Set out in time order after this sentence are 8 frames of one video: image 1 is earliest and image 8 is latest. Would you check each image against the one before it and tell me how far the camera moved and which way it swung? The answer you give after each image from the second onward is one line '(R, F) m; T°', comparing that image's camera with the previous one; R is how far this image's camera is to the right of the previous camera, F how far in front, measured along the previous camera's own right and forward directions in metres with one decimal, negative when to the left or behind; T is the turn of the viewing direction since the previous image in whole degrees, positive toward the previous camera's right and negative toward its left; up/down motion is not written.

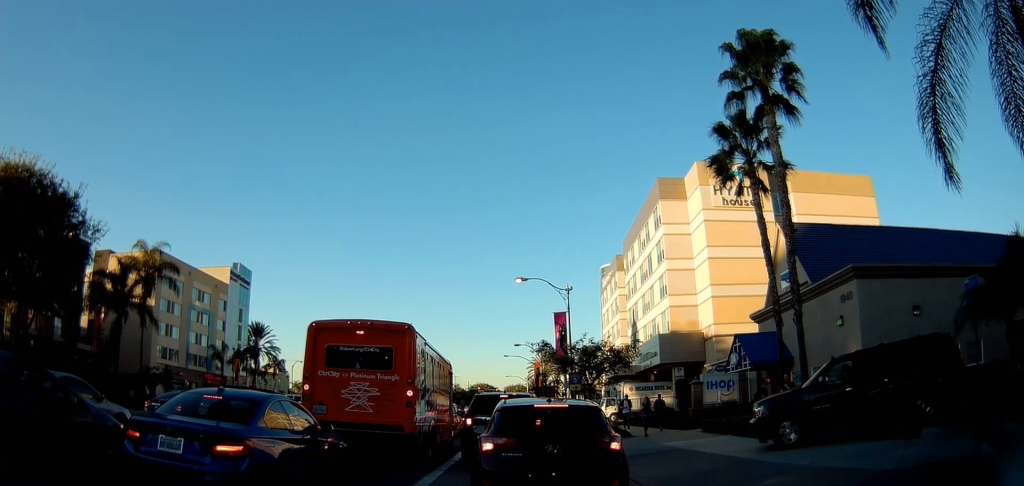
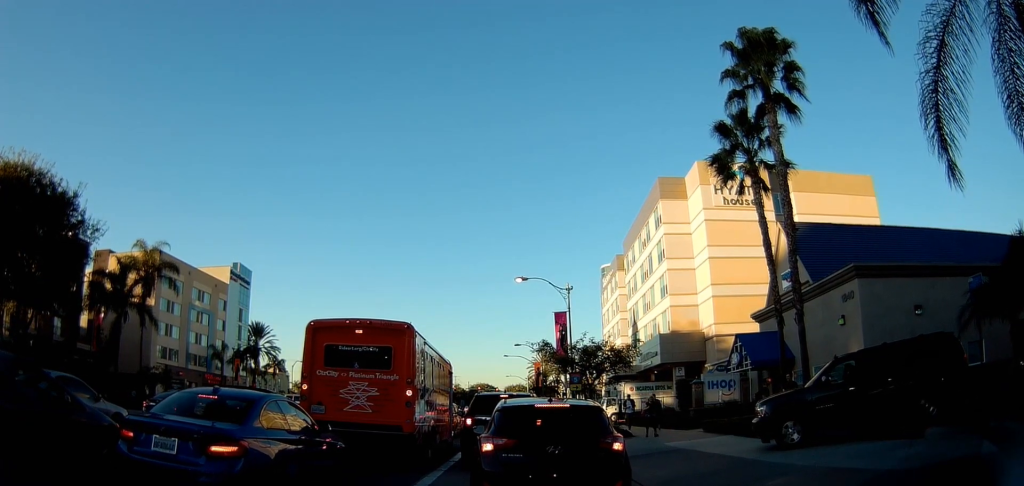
(0.0, 0.0) m; 0°
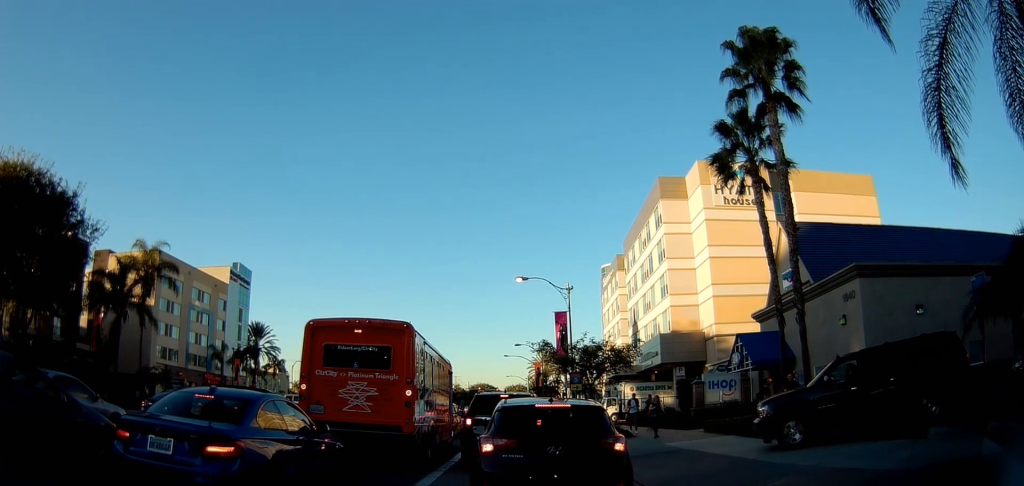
(0.0, 0.0) m; 0°
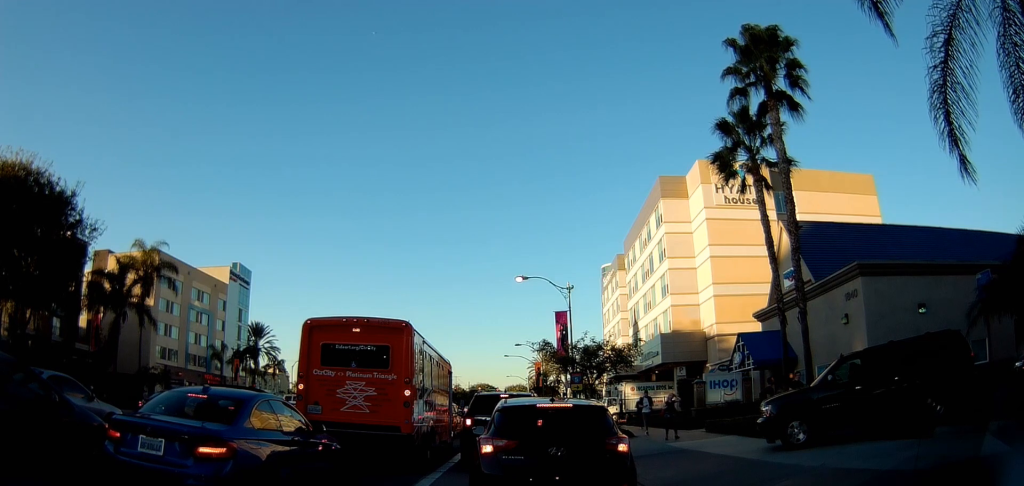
(0.0, +0.4) m; 0°
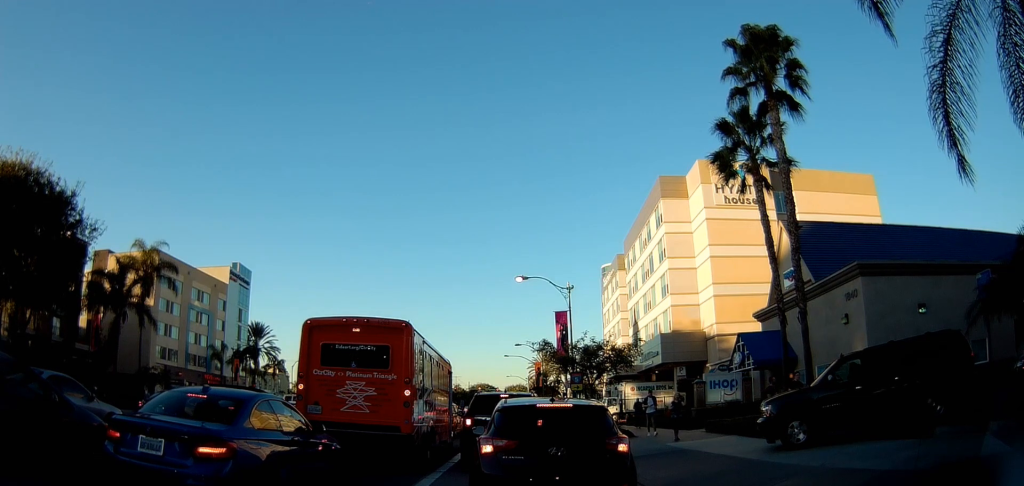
(0.0, 0.0) m; 0°
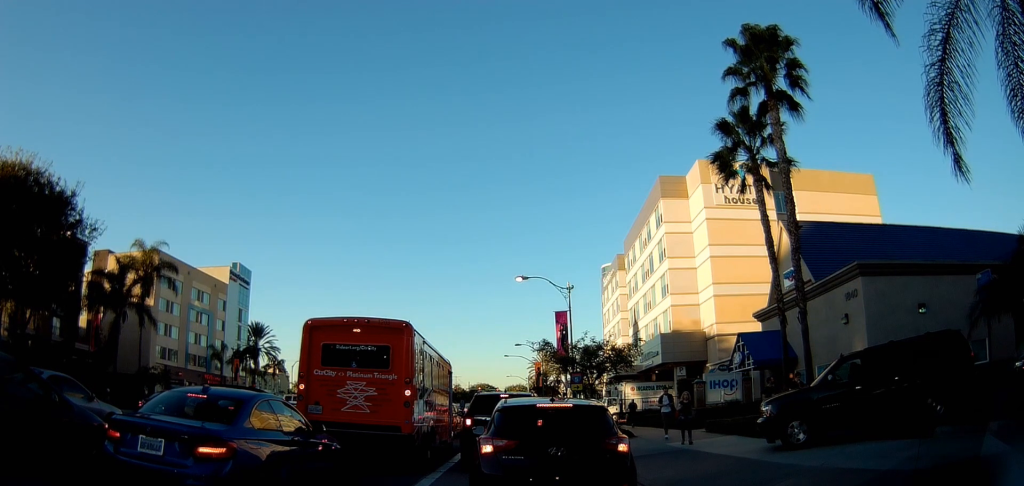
(0.0, +0.4) m; 0°
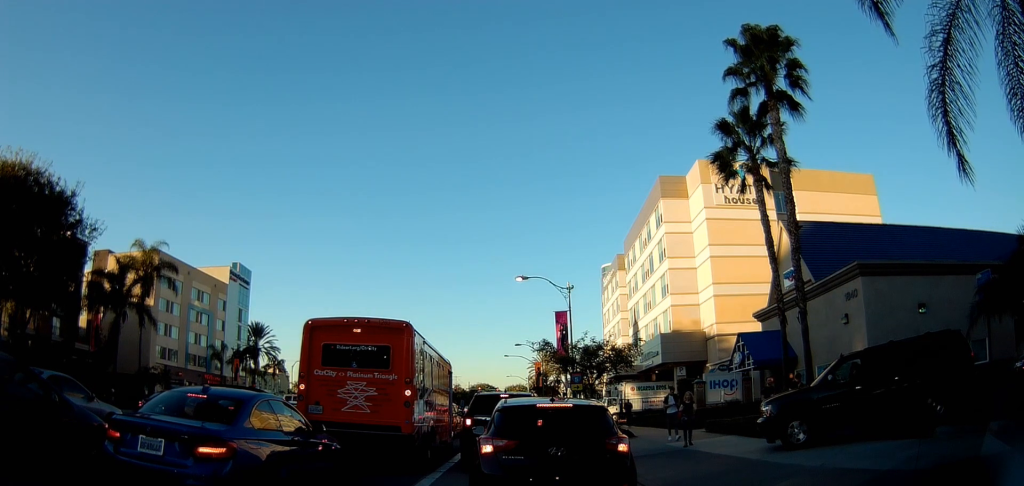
(0.0, 0.0) m; 0°
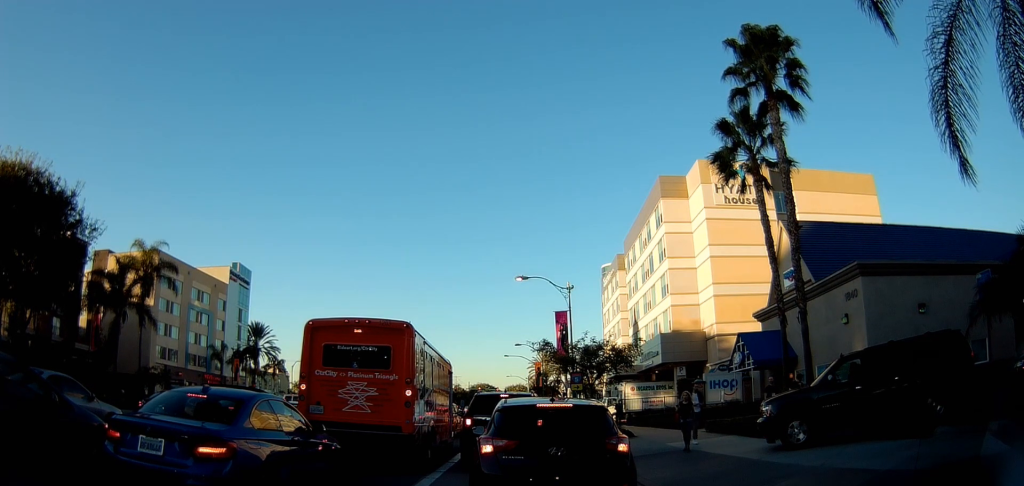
(0.0, +0.3) m; 0°
